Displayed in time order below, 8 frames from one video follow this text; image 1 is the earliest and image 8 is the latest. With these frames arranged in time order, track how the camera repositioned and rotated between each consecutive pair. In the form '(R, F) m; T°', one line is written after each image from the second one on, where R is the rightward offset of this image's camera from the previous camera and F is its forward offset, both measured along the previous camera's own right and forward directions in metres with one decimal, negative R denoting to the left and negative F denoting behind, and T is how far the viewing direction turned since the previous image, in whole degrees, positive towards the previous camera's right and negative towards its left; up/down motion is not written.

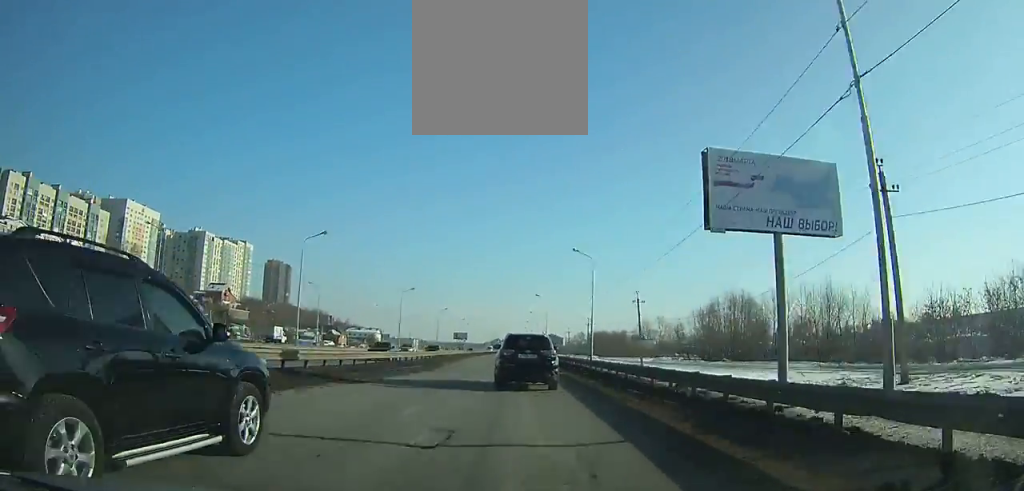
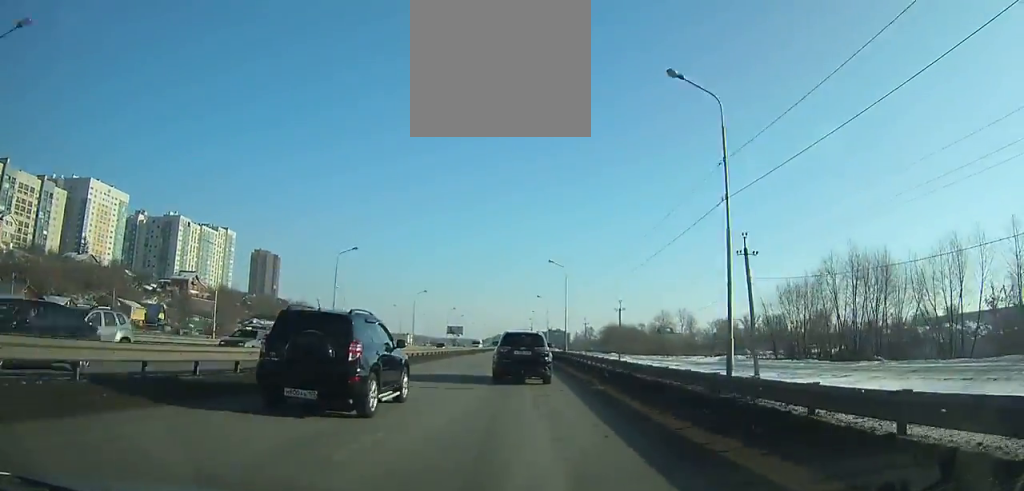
(0.0, +36.8) m; 0°
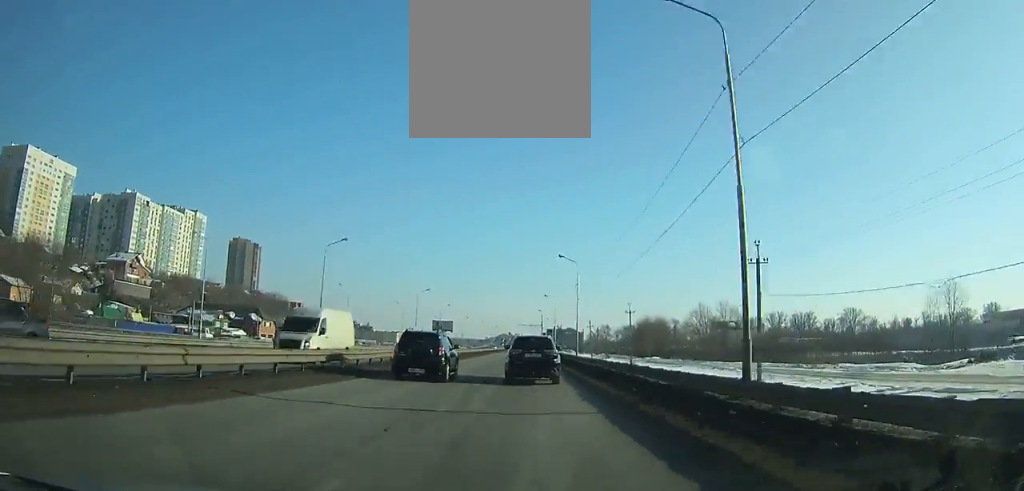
(-0.3, +52.4) m; 0°
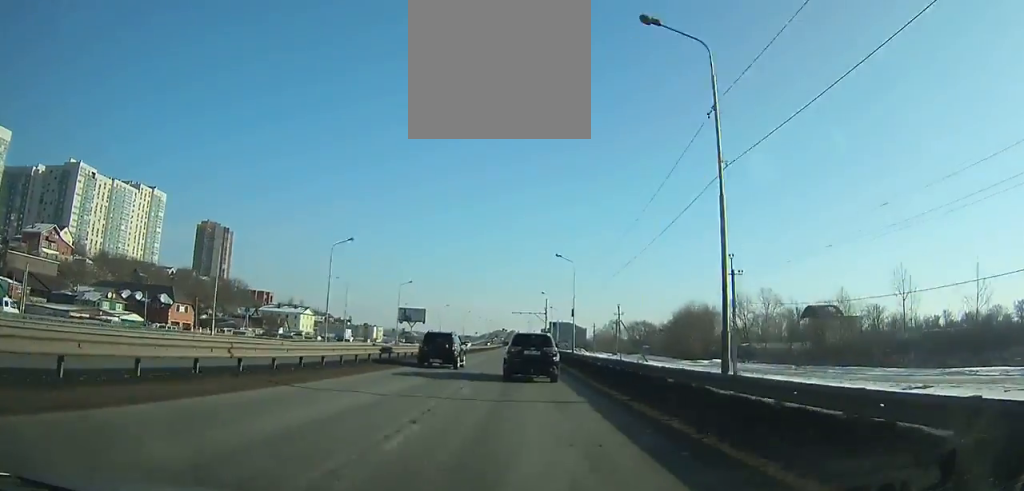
(+0.2, +44.8) m; 0°
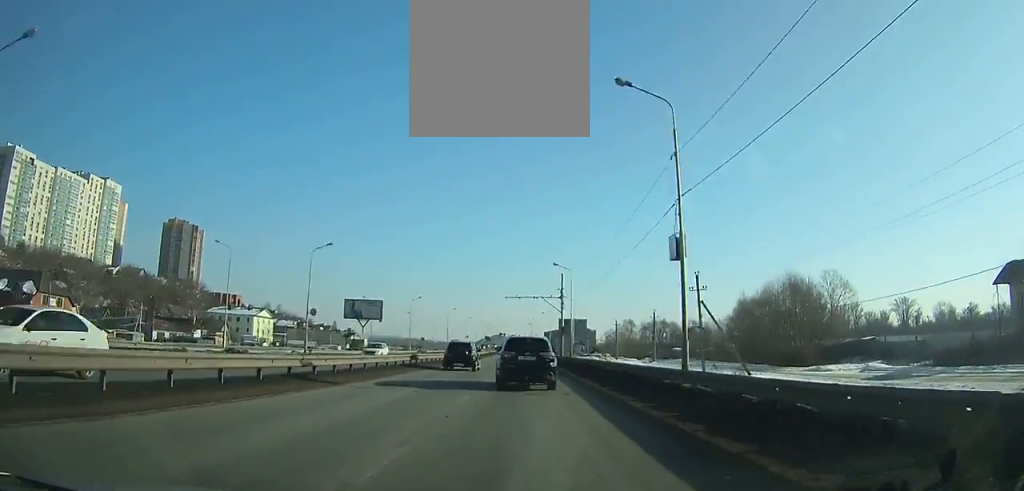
(-0.1, +40.3) m; 0°
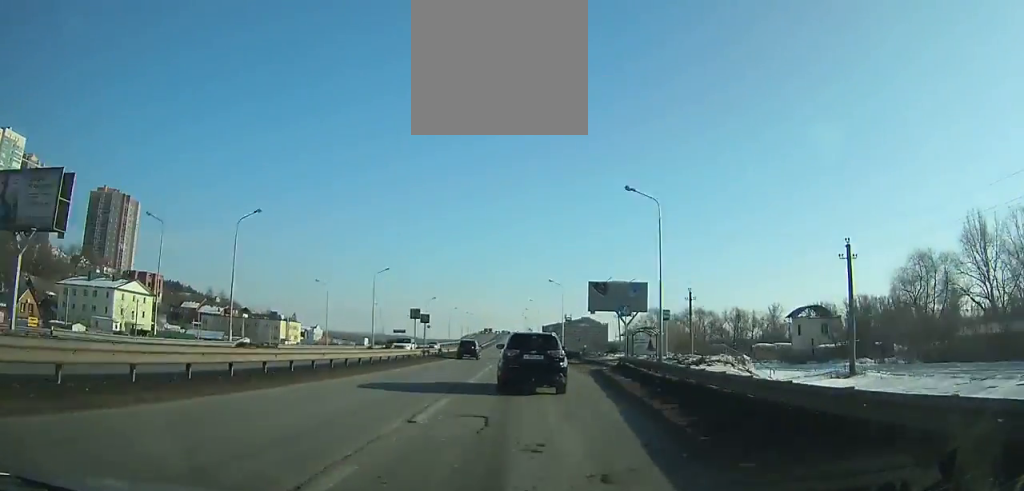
(0.0, +65.6) m; 0°
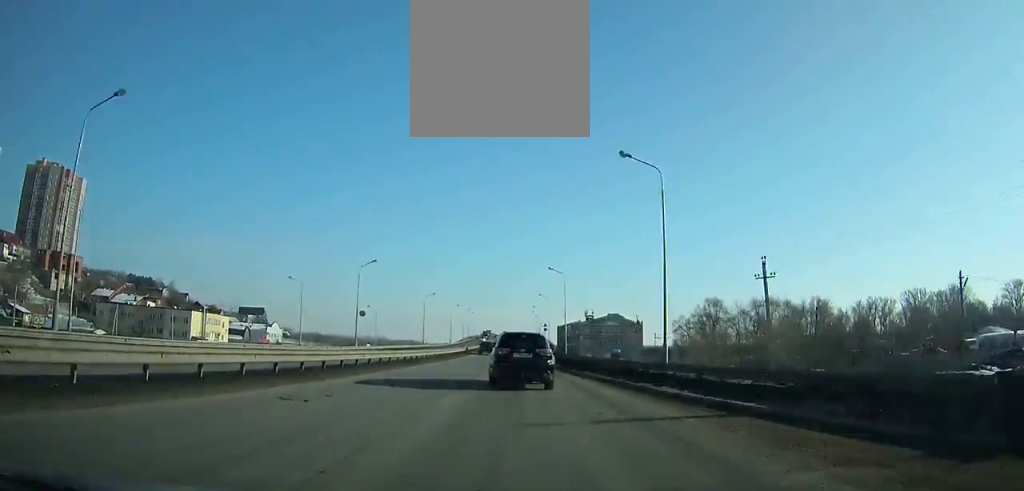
(-0.3, +57.5) m; -1°
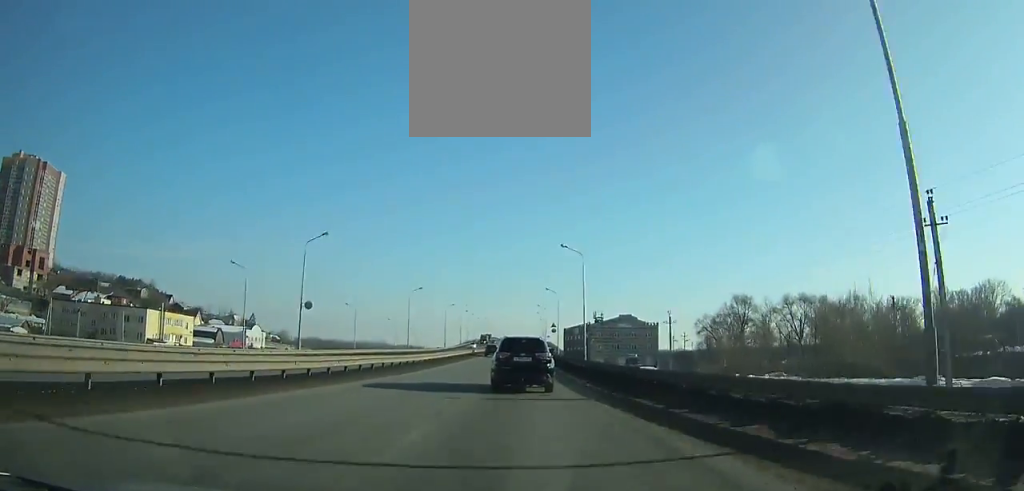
(0.0, +18.2) m; 0°
